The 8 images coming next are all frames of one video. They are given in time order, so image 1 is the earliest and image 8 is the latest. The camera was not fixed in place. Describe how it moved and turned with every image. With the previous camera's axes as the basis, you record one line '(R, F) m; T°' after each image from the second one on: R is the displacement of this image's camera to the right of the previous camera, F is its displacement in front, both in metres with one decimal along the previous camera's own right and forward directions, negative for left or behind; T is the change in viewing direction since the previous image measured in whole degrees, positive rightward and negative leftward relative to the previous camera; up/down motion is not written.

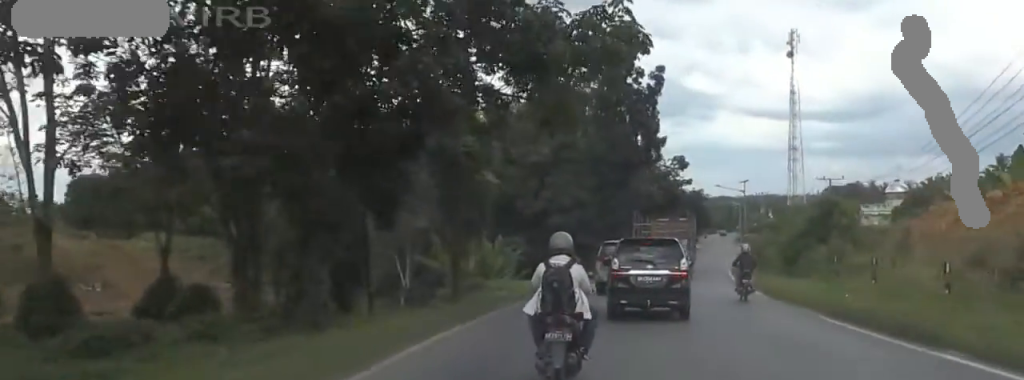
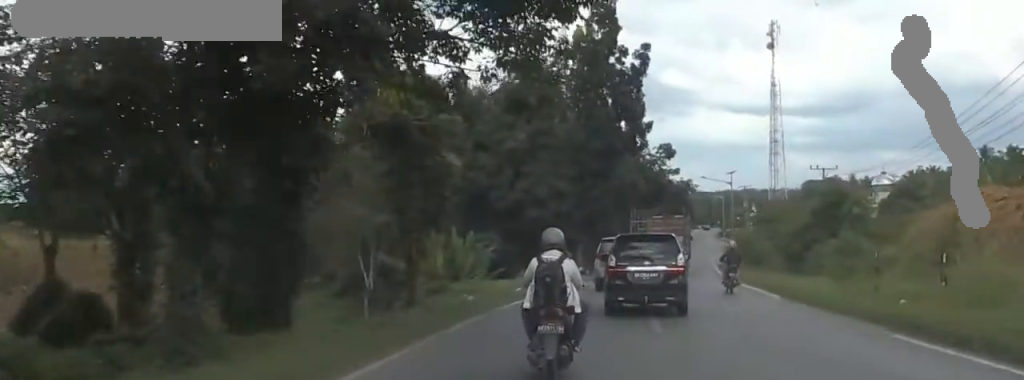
(+0.2, +4.9) m; +2°
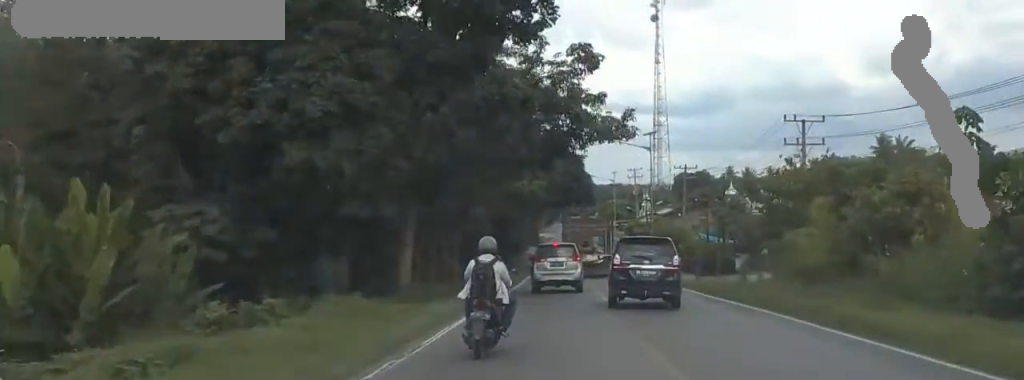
(+1.9, +28.5) m; +4°
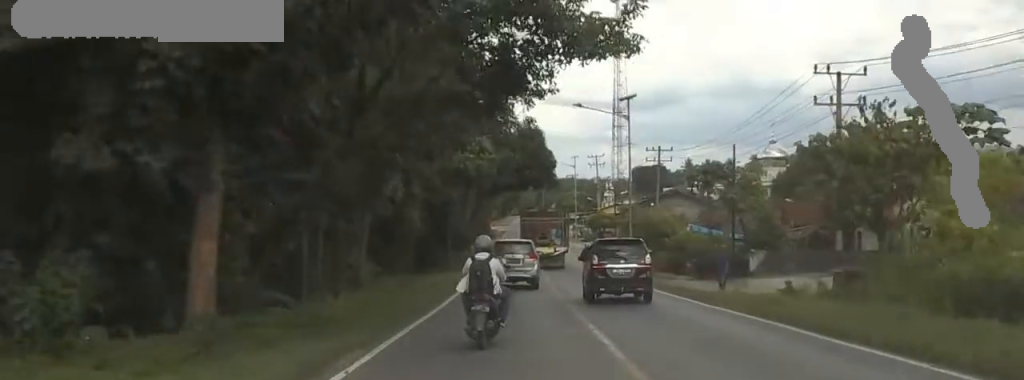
(+0.3, +12.1) m; -1°
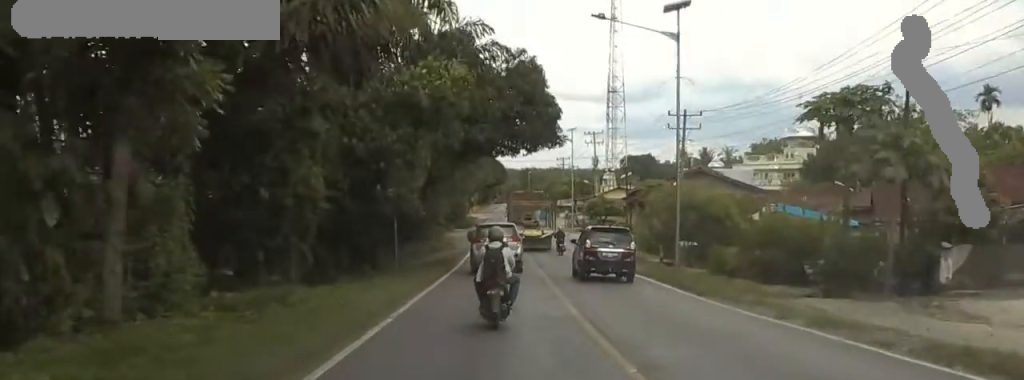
(-1.2, +16.2) m; -9°
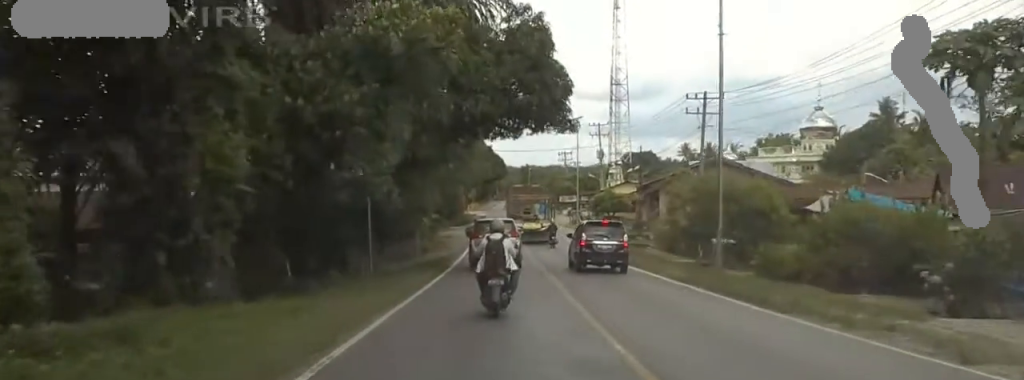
(-0.1, +6.0) m; -4°
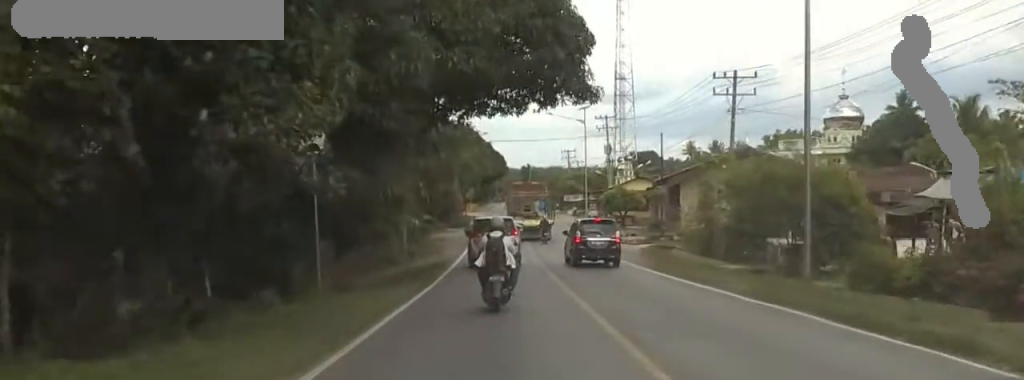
(-0.3, +7.2) m; -3°
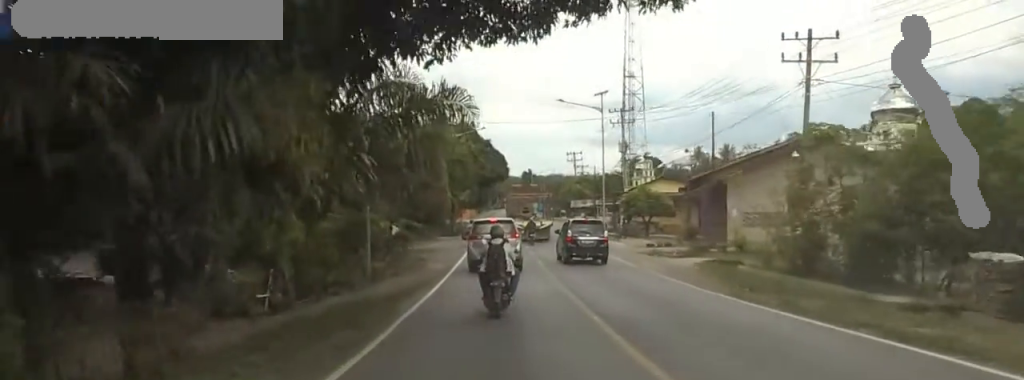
(-0.6, +11.5) m; -4°
